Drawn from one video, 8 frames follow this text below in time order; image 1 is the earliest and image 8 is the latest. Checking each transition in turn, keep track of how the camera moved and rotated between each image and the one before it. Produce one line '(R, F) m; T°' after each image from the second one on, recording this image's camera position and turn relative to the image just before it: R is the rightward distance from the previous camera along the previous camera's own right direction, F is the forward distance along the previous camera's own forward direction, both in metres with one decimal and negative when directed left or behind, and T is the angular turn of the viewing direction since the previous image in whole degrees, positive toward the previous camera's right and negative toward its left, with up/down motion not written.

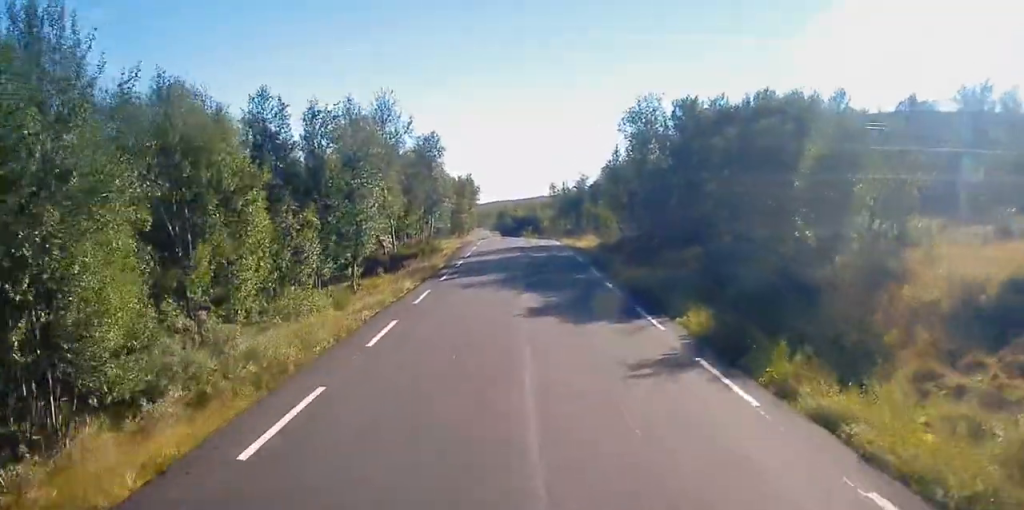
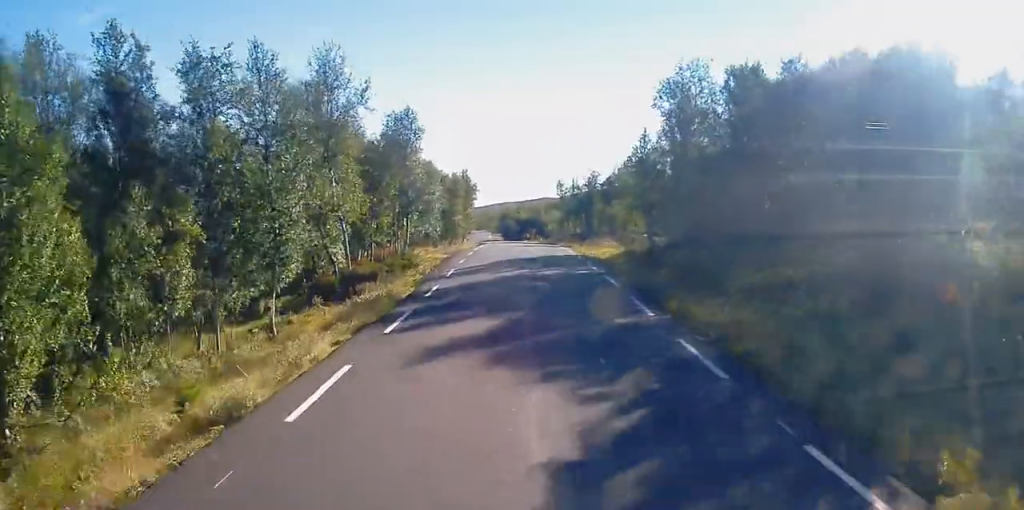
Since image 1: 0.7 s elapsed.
(0.0, +10.8) m; -1°
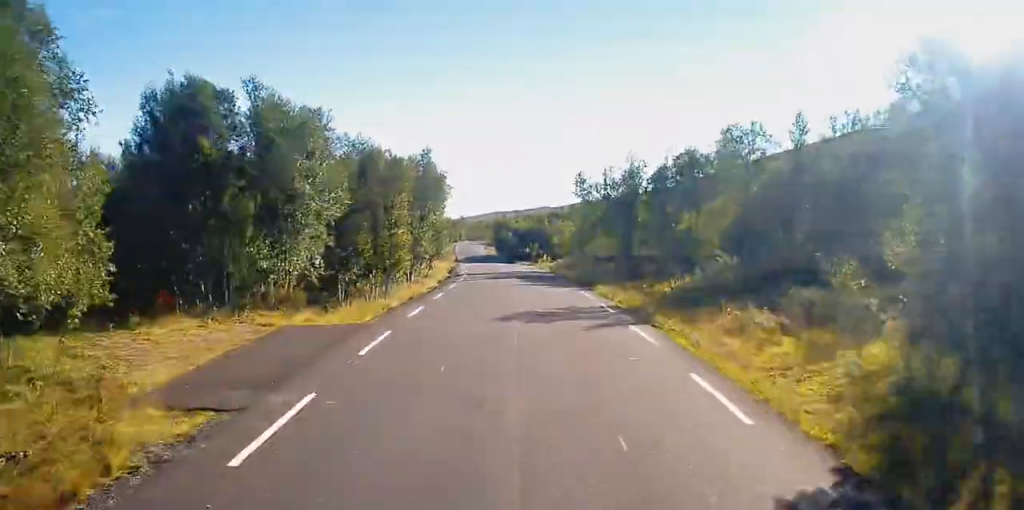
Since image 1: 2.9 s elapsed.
(-0.6, +31.7) m; -1°
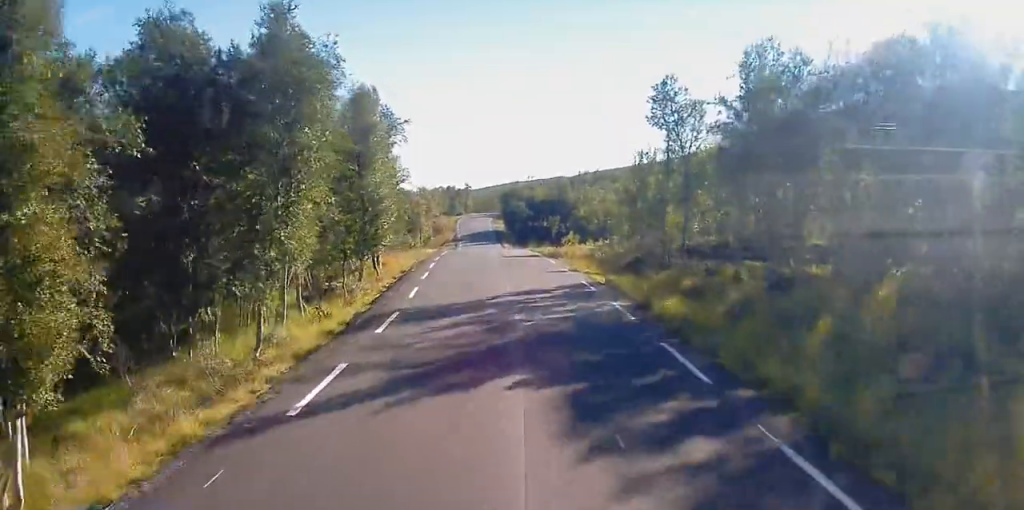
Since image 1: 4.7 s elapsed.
(+0.1, +28.6) m; -1°
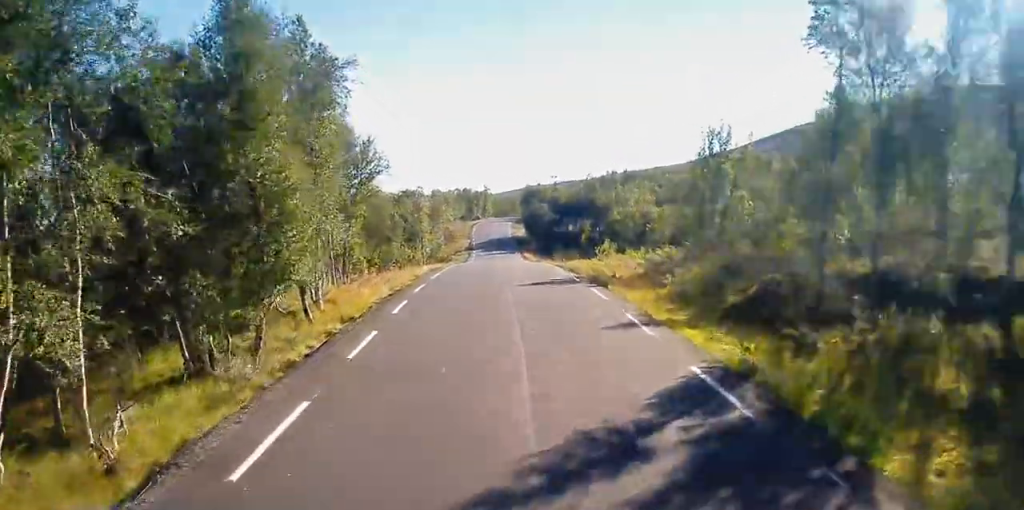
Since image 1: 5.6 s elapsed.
(-0.1, +13.9) m; -2°
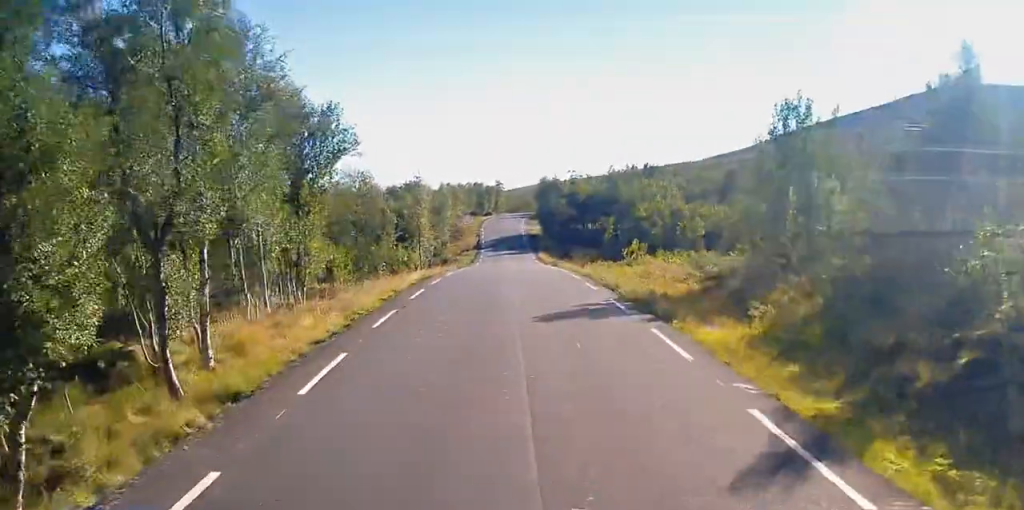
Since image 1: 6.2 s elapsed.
(-0.2, +8.8) m; -1°
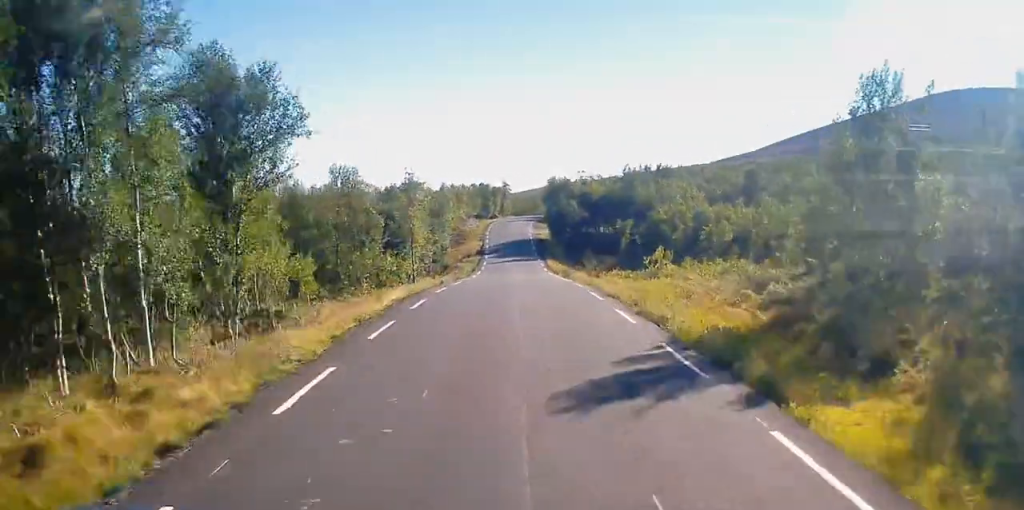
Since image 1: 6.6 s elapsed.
(0.0, +6.8) m; 0°
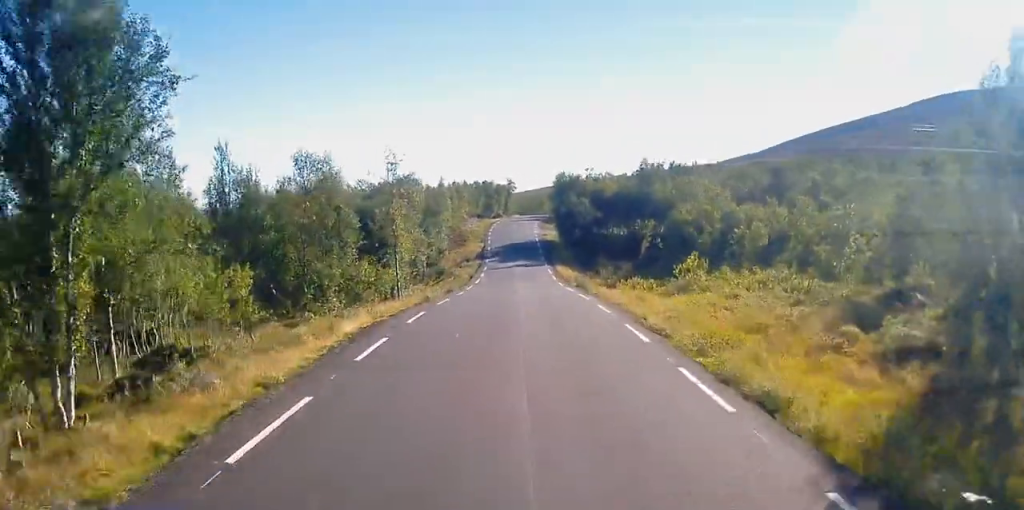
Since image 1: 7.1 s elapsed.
(0.0, +7.6) m; 0°
